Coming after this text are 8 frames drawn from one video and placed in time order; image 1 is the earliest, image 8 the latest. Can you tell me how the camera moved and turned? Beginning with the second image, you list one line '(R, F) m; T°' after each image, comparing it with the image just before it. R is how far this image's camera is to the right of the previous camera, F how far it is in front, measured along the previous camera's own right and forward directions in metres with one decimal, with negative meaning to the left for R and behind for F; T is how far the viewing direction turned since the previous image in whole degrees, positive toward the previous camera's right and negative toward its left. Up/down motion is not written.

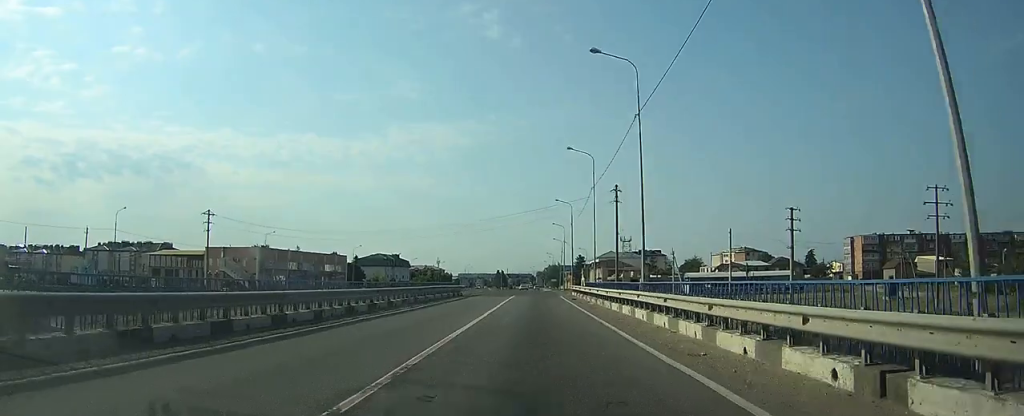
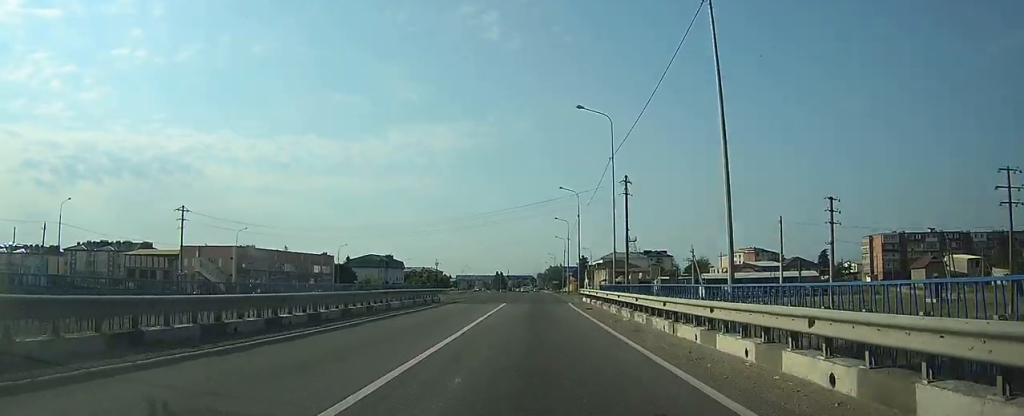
(0.0, +12.4) m; 0°
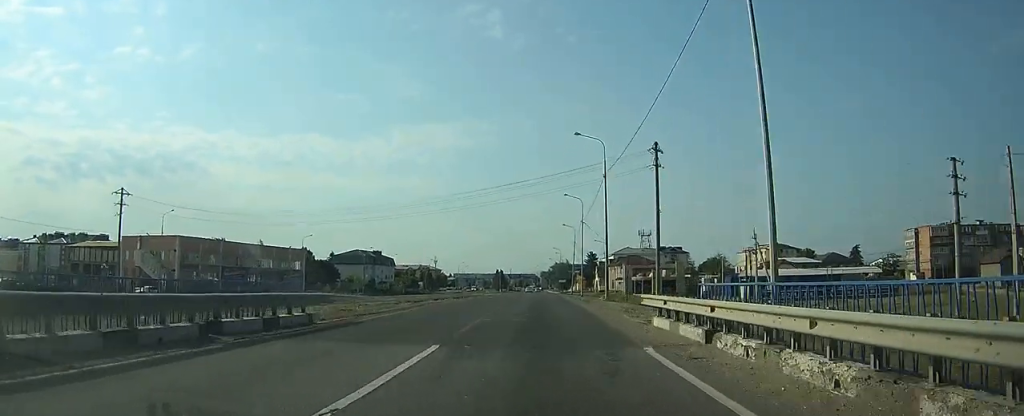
(-0.1, +24.6) m; 0°
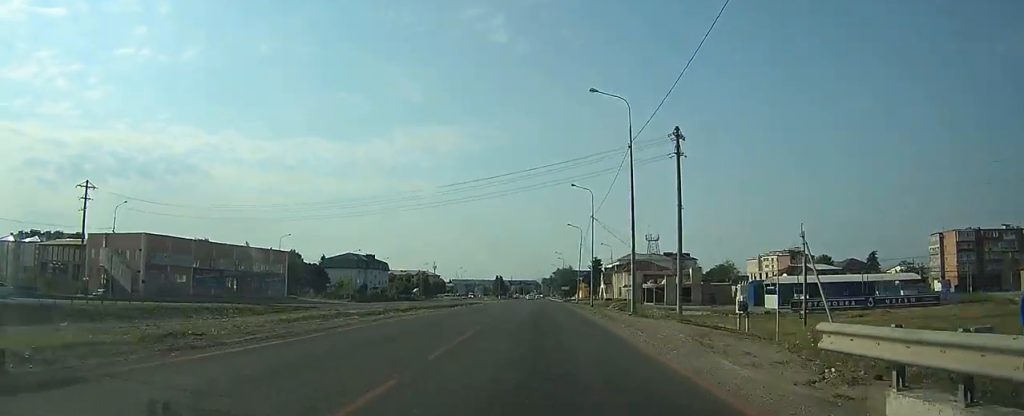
(0.0, +11.6) m; 0°
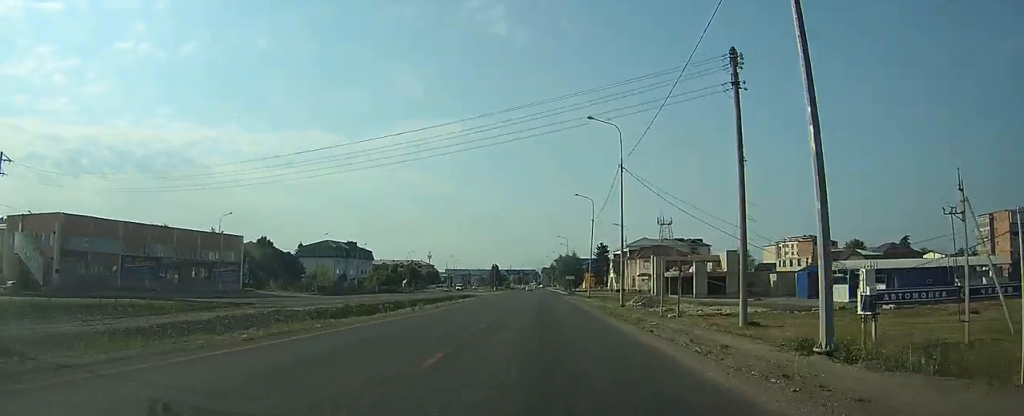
(0.0, +21.8) m; 0°
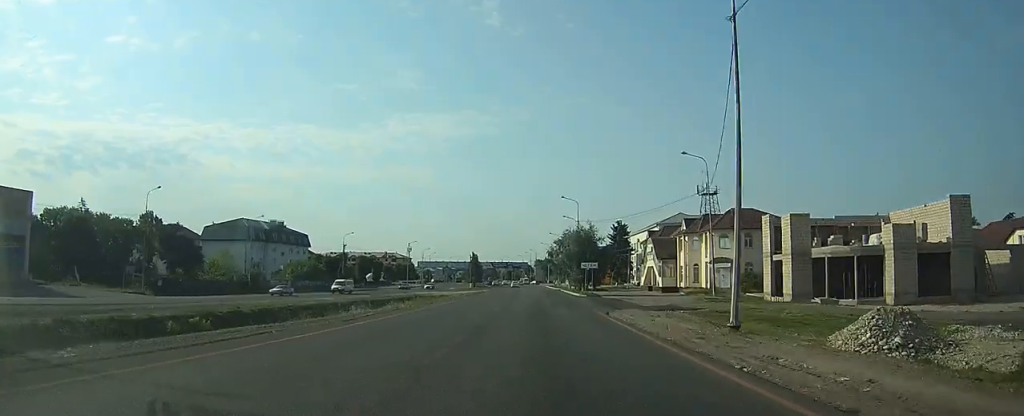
(+0.1, +54.5) m; 0°
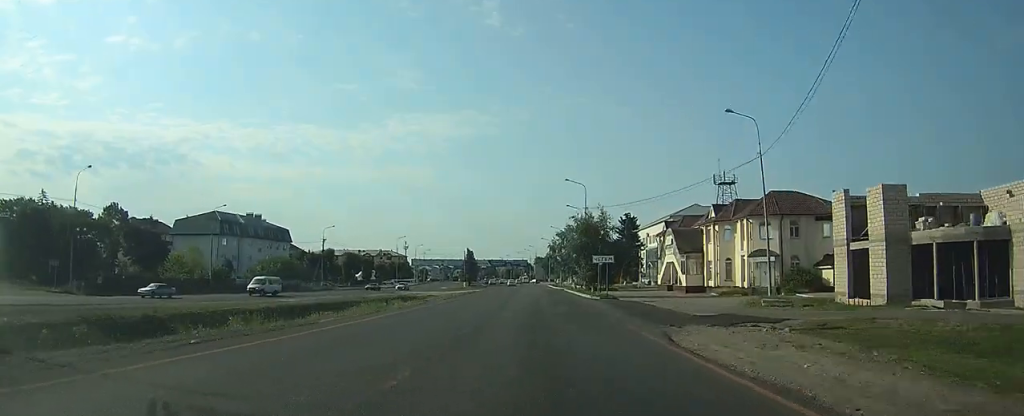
(0.0, +12.5) m; 0°
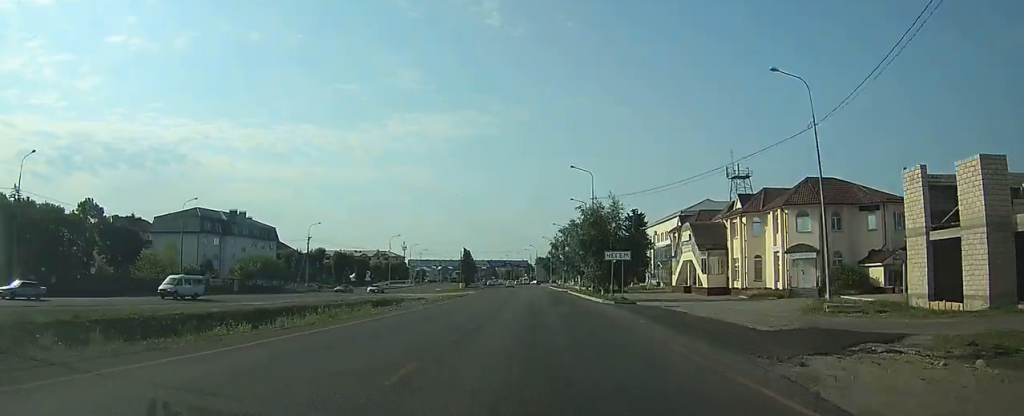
(0.0, +8.1) m; 0°
